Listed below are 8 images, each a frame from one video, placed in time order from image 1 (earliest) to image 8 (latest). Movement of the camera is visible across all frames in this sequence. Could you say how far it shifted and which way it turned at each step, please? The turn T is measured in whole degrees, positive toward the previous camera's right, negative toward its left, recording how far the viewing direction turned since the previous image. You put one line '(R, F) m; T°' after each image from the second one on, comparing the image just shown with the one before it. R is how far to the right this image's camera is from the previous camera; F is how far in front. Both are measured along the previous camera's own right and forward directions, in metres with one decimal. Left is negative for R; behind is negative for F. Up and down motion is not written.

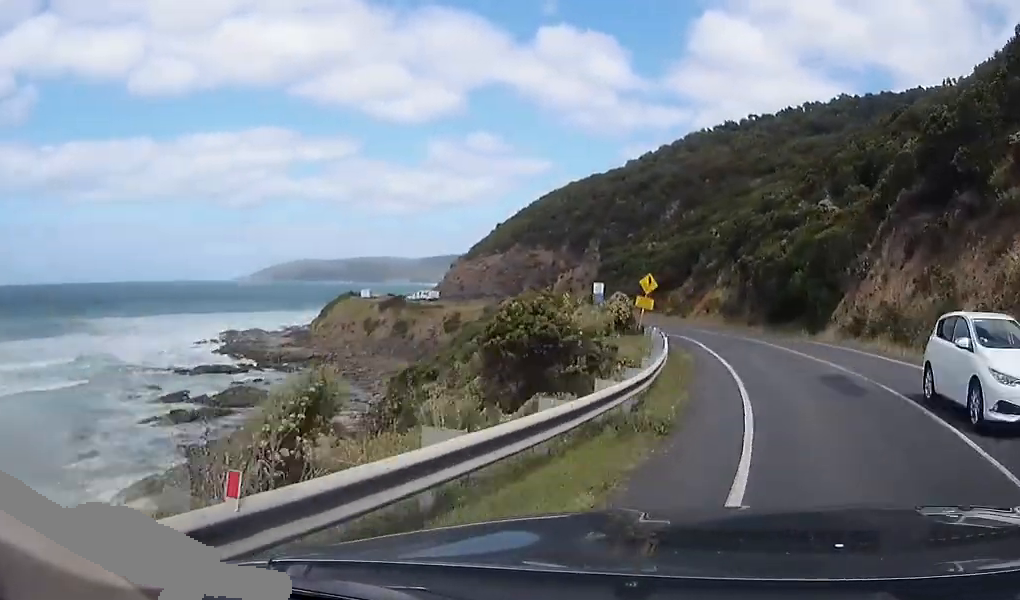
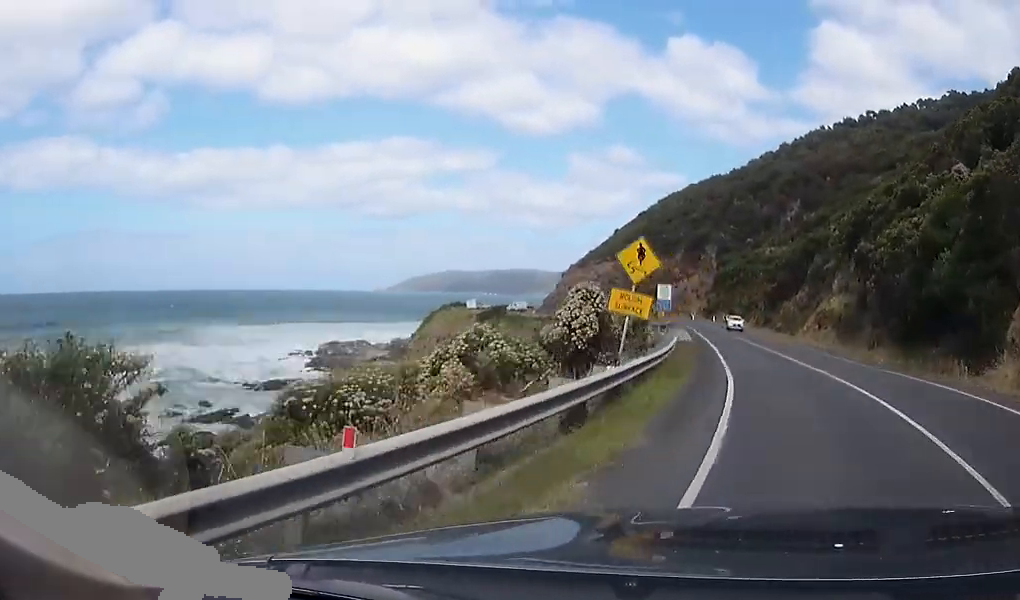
(-1.6, +18.8) m; -8°
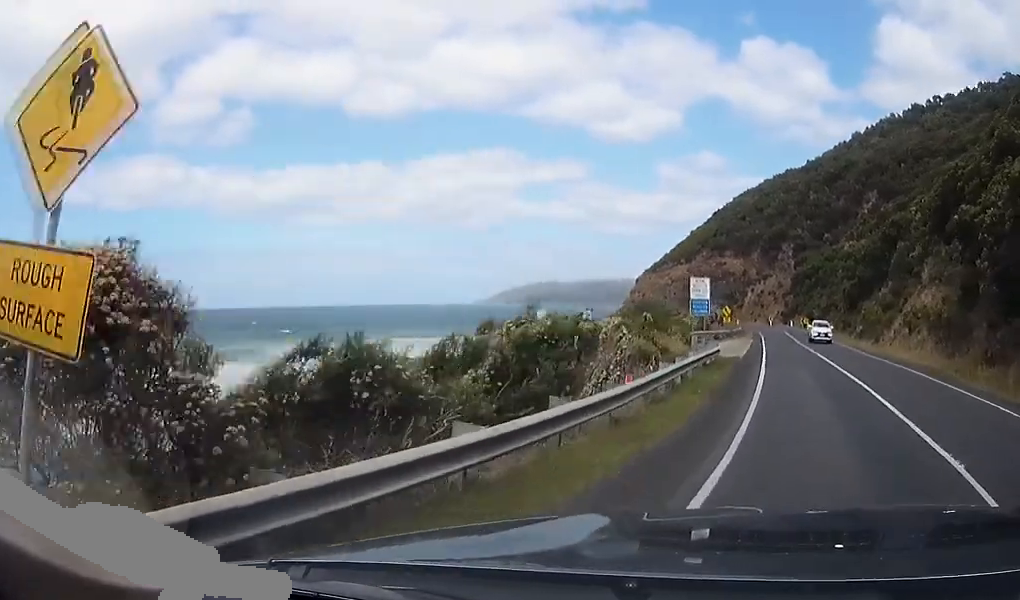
(-0.6, +13.0) m; -4°
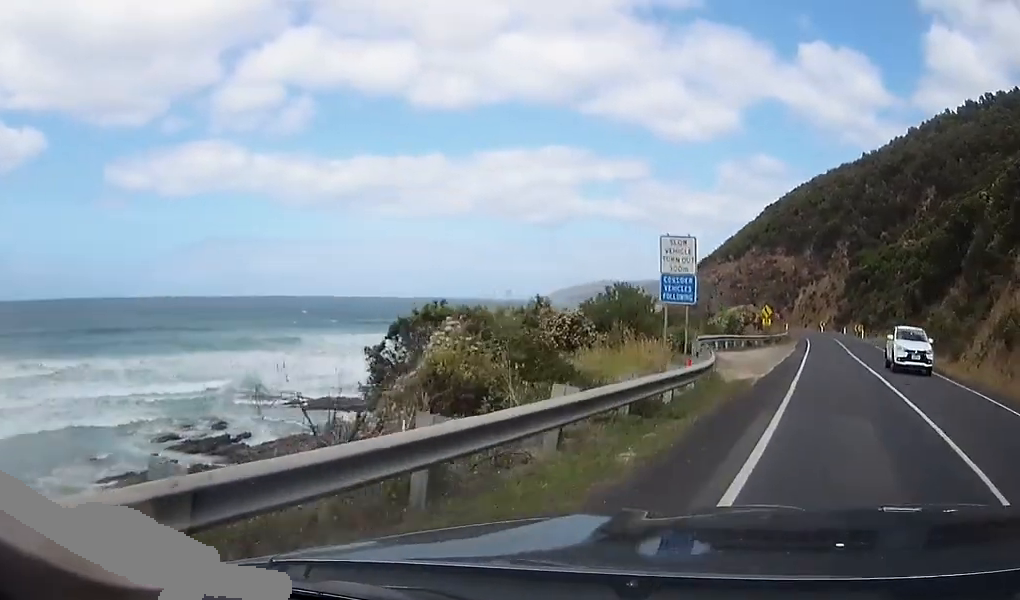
(-0.3, +13.7) m; -1°
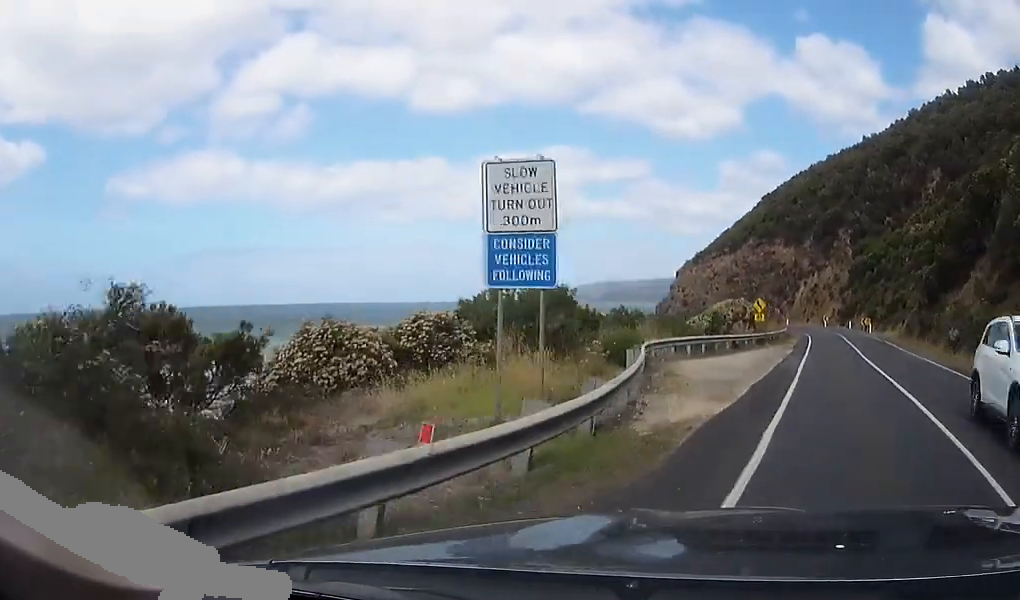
(0.0, +8.2) m; 0°
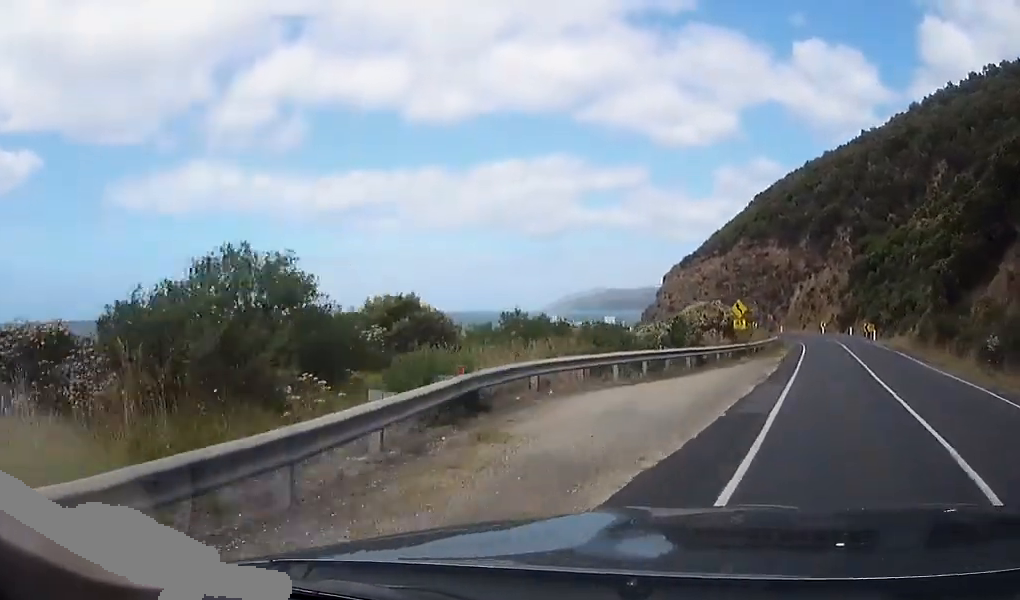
(0.0, +9.3) m; 0°
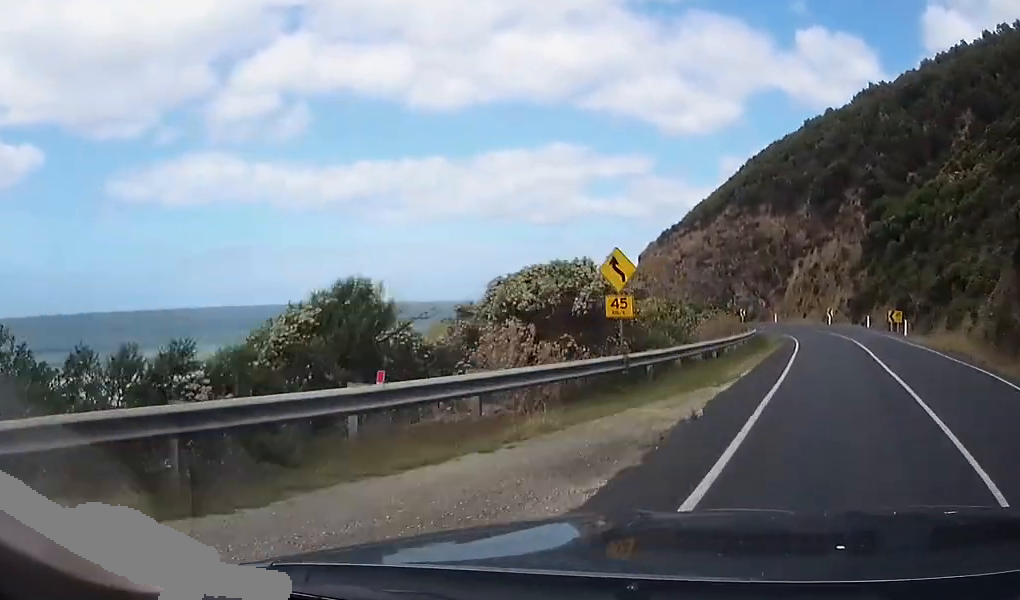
(0.0, +21.2) m; -1°
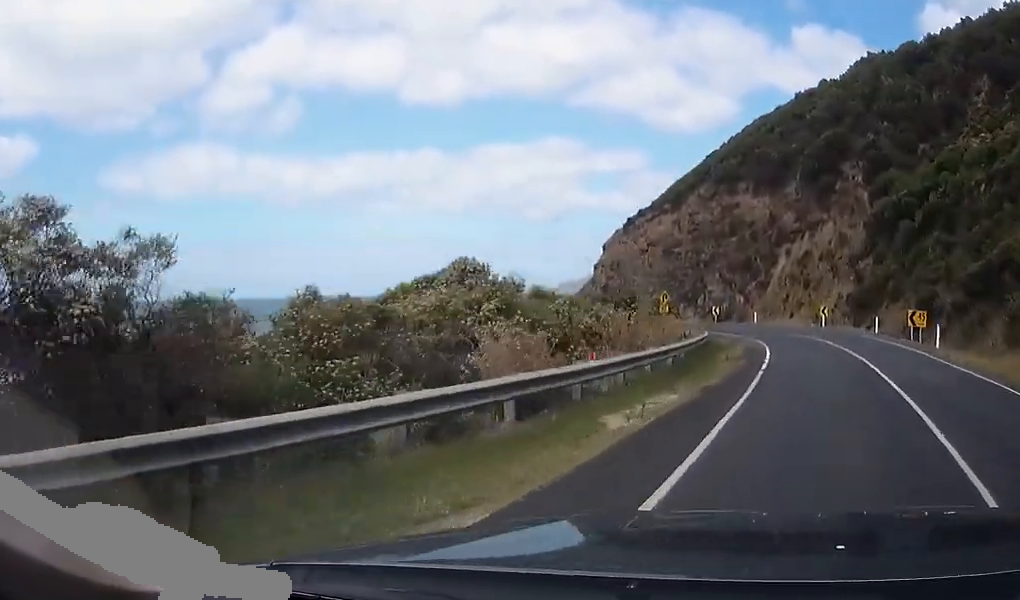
(-0.1, +14.1) m; -2°
